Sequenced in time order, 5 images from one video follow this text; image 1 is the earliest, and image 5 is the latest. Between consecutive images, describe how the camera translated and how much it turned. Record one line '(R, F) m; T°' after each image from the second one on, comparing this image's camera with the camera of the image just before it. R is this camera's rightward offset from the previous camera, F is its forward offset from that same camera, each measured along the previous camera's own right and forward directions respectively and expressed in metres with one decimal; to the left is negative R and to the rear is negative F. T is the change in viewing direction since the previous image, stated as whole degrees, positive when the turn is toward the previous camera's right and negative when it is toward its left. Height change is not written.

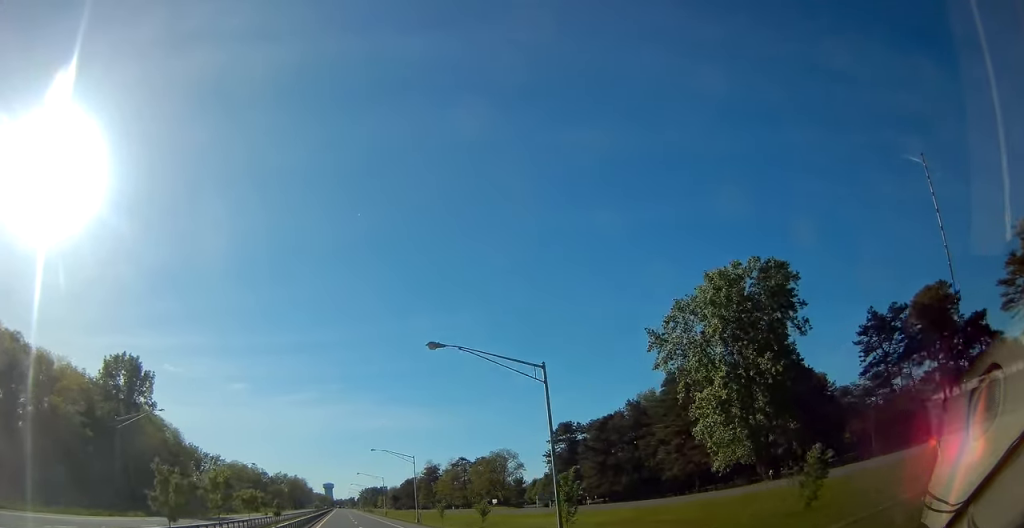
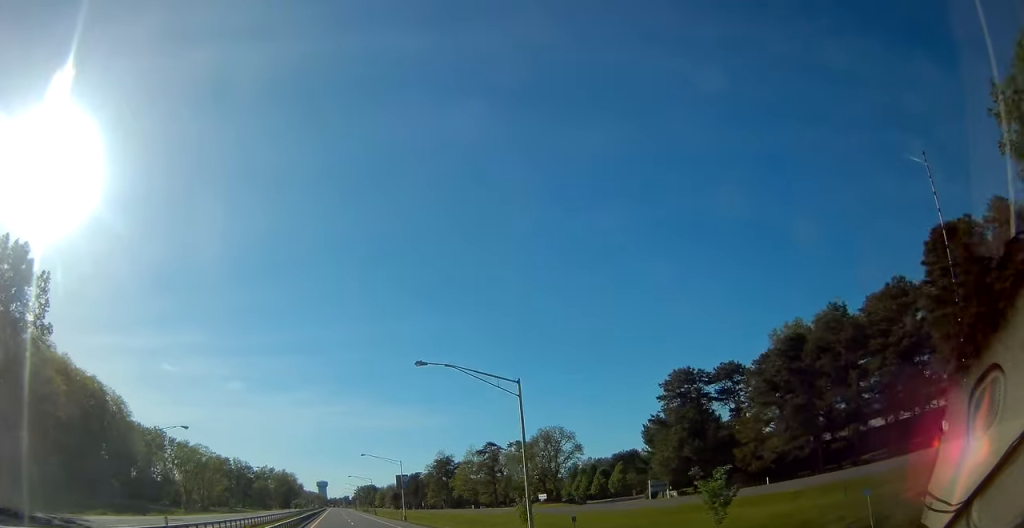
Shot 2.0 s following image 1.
(-0.4, +41.2) m; 0°
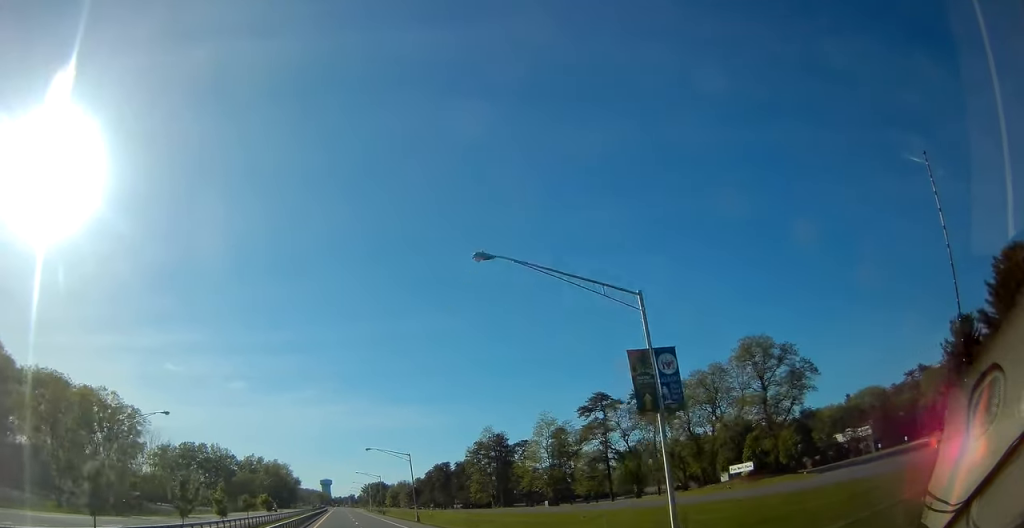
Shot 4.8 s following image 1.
(+0.2, +61.8) m; 0°
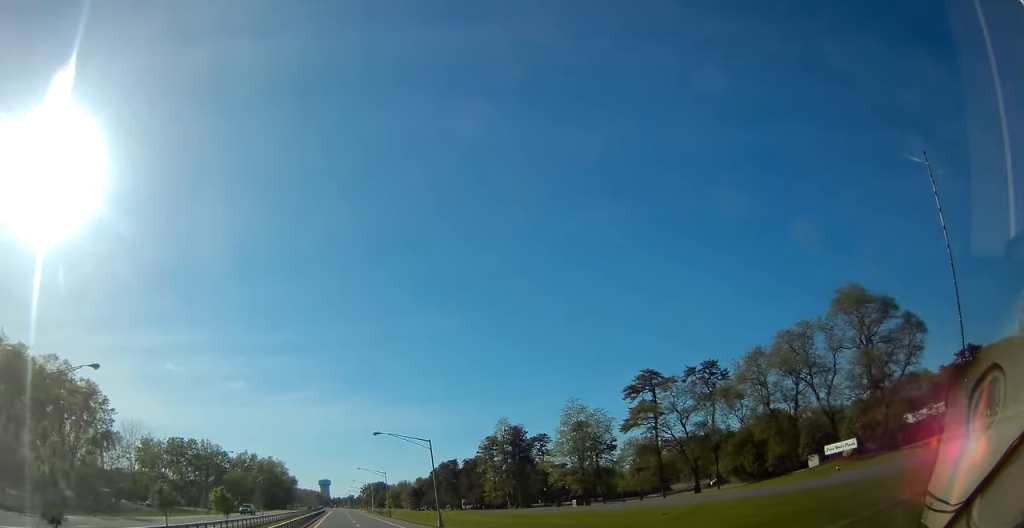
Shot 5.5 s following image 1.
(+0.1, +15.6) m; 0°
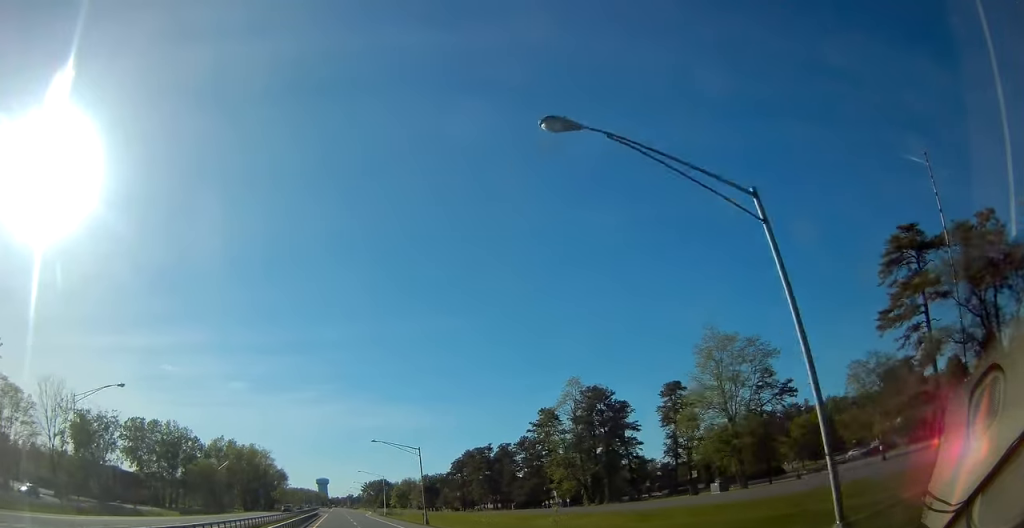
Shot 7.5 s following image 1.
(-0.4, +44.5) m; -1°
